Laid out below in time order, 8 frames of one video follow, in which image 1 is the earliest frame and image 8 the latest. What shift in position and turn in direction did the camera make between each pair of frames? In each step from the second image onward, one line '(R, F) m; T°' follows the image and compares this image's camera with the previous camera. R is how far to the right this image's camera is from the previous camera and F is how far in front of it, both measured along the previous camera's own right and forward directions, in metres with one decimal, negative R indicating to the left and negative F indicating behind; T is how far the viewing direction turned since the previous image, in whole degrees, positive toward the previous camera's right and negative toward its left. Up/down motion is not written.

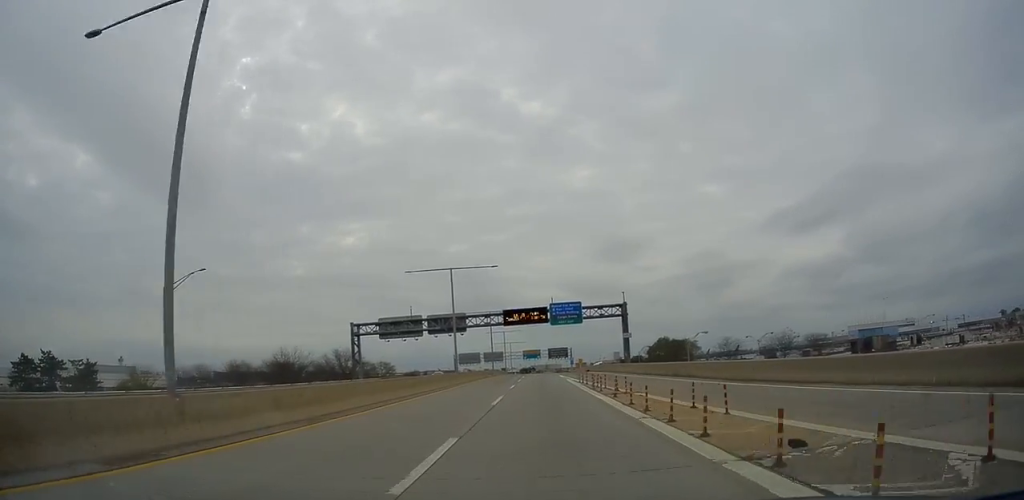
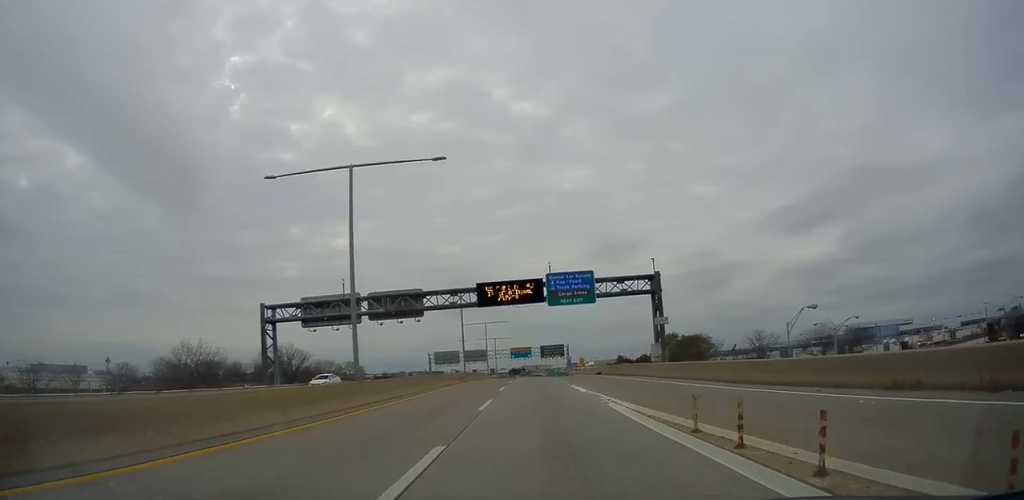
(-0.3, +27.4) m; -1°
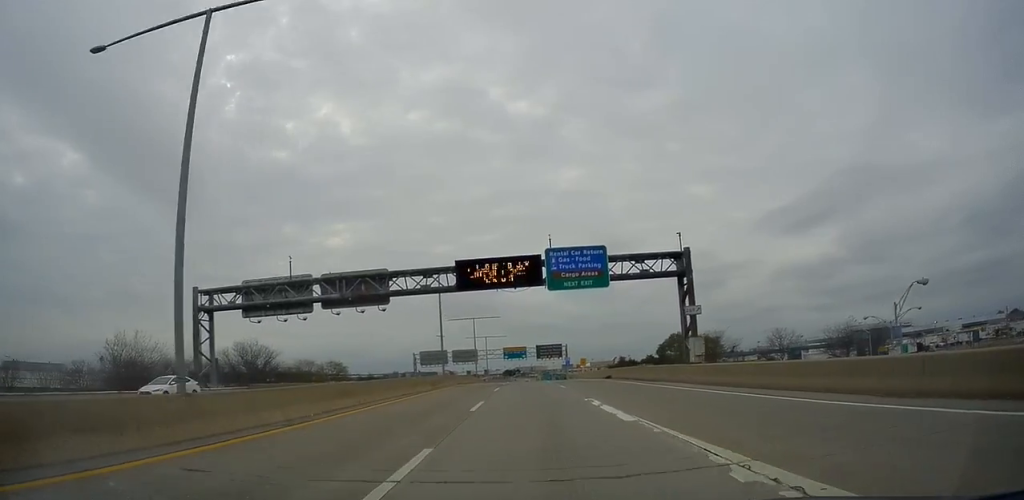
(0.0, +12.6) m; +1°
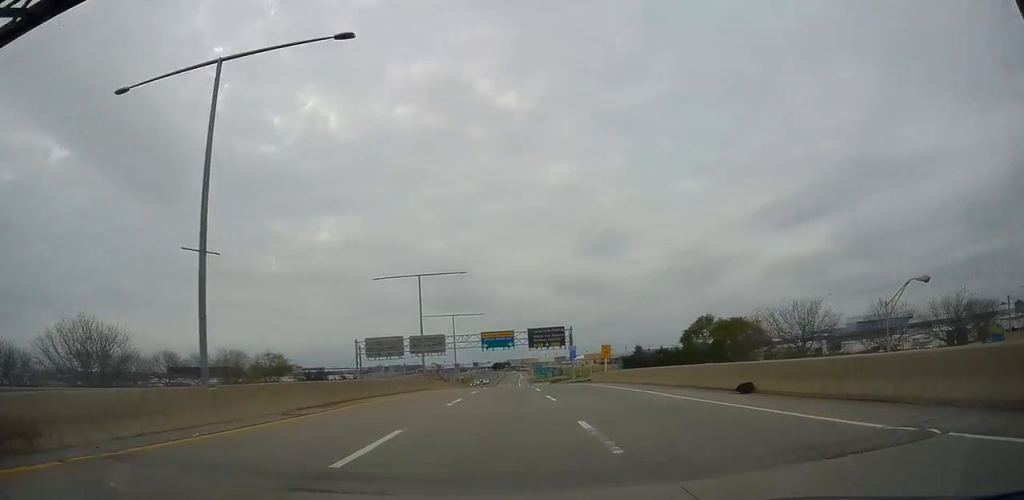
(+0.8, +38.6) m; +2°
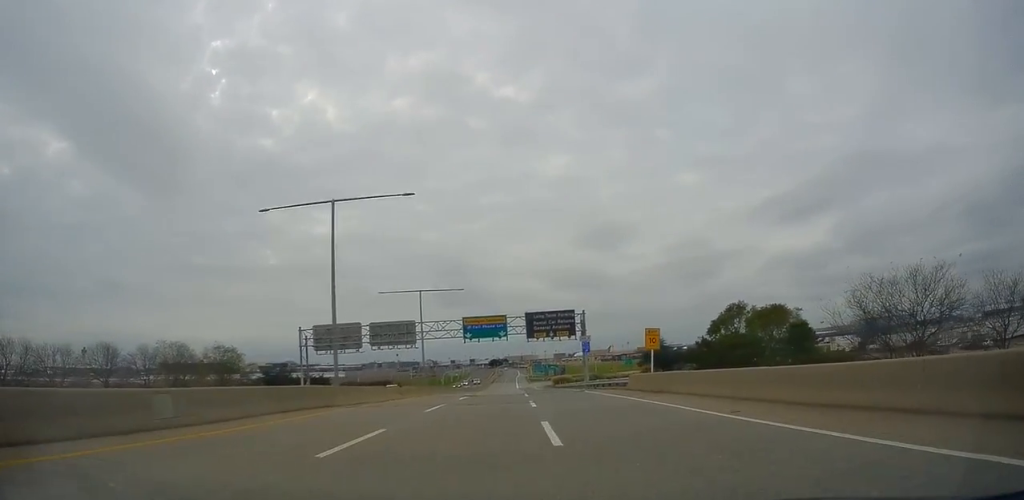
(-0.1, +23.2) m; 0°
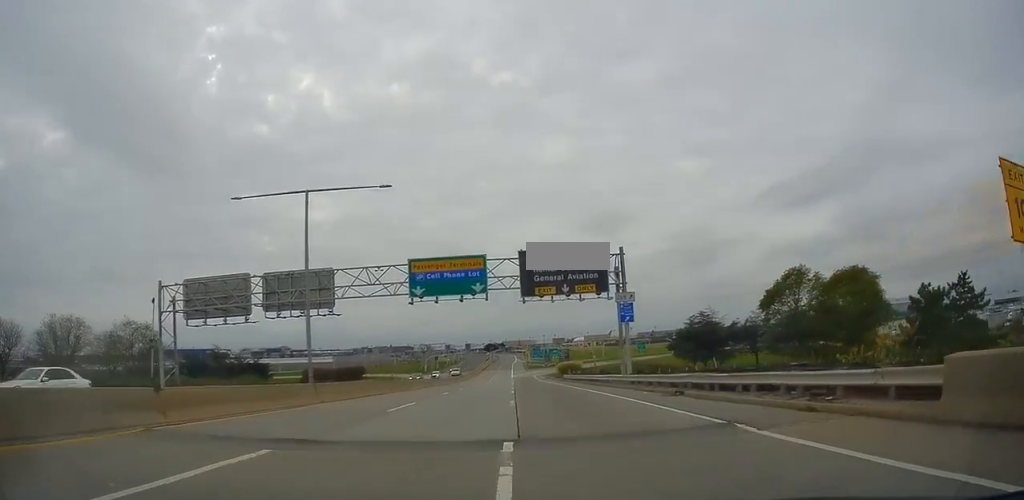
(0.0, +29.8) m; 0°
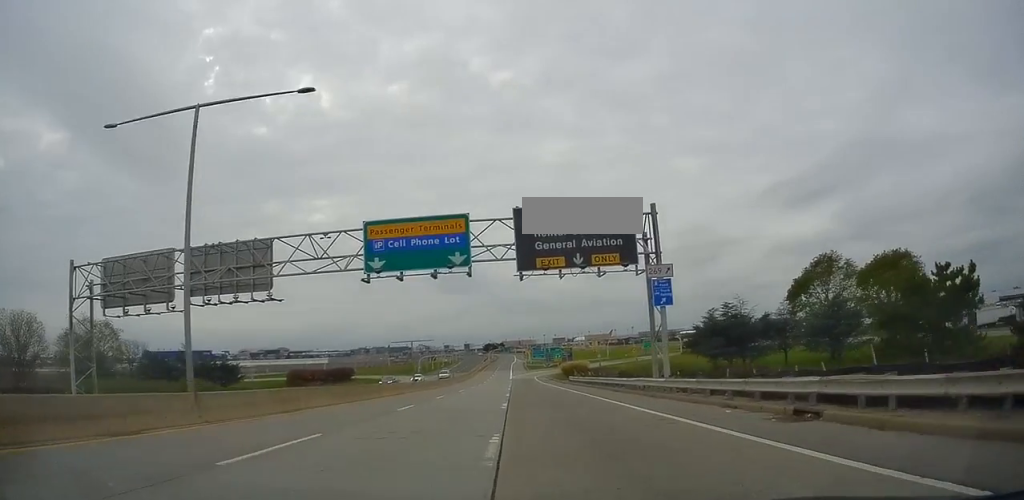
(0.0, +10.6) m; 0°
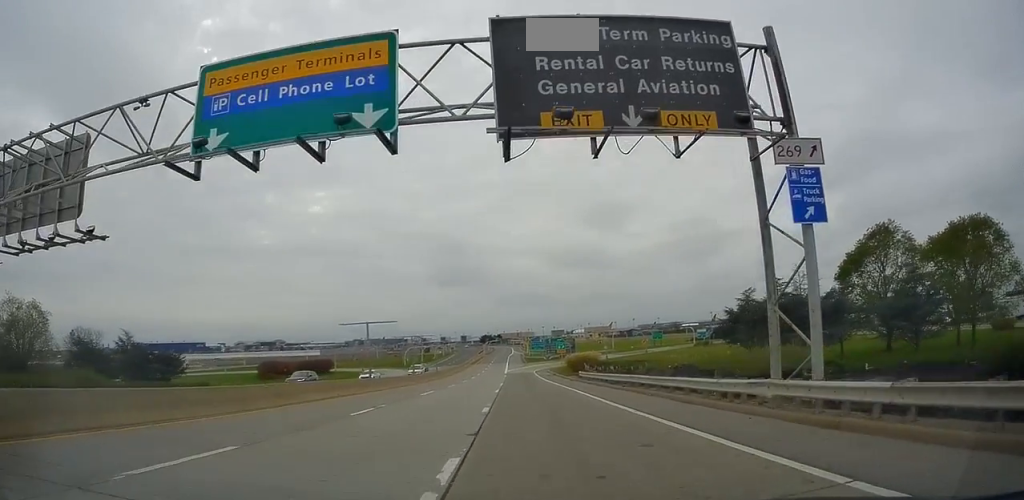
(-0.1, +15.2) m; 0°
